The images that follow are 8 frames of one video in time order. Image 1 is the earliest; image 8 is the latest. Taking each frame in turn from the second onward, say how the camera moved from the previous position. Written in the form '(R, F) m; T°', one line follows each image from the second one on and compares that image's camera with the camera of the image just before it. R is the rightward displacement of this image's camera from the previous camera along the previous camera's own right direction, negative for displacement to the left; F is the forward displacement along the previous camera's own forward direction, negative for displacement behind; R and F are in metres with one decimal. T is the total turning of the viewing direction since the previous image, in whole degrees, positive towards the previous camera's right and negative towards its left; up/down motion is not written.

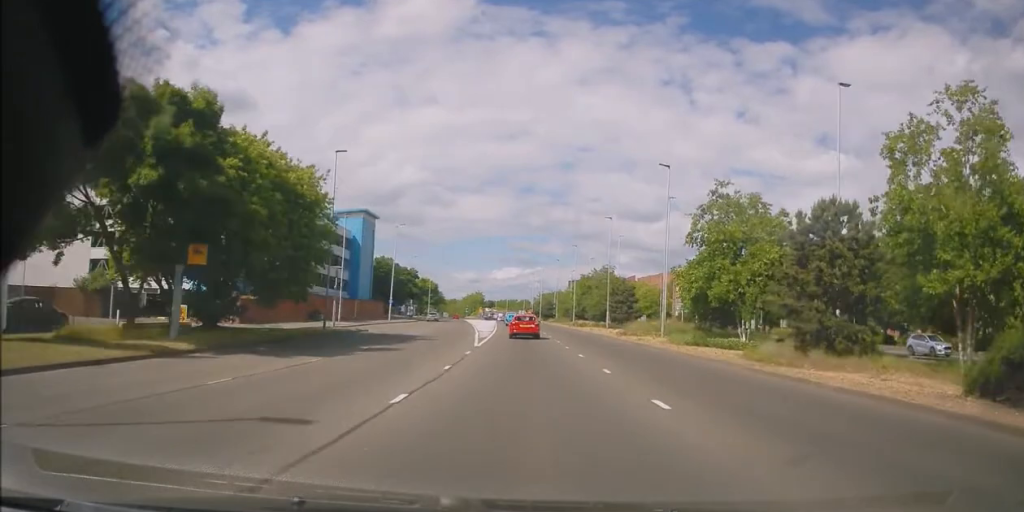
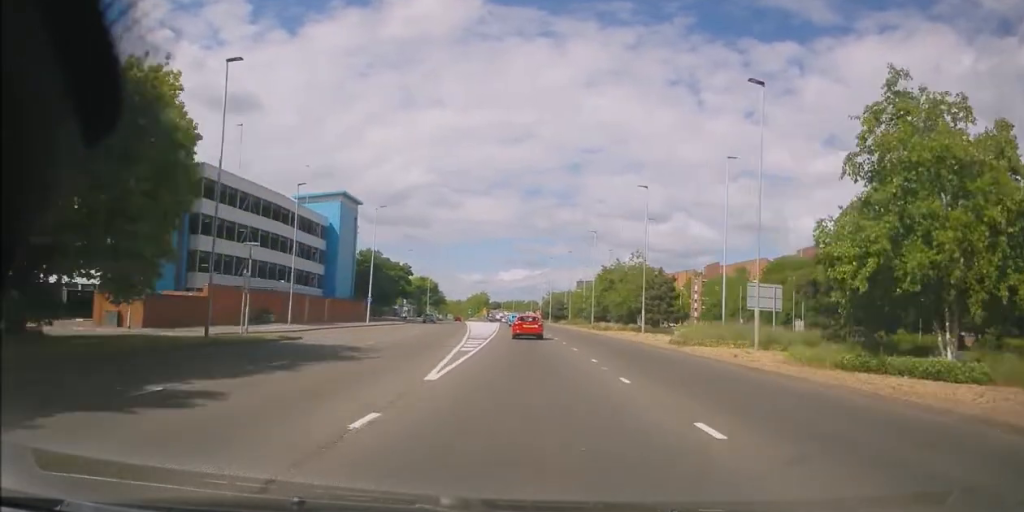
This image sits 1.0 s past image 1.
(0.0, +14.5) m; 0°
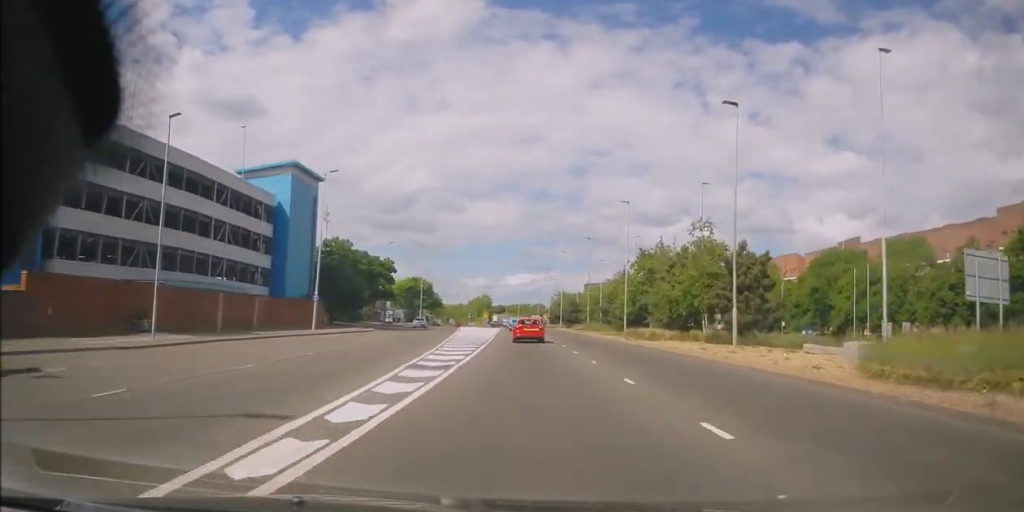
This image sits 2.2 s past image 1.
(-0.3, +18.7) m; -1°
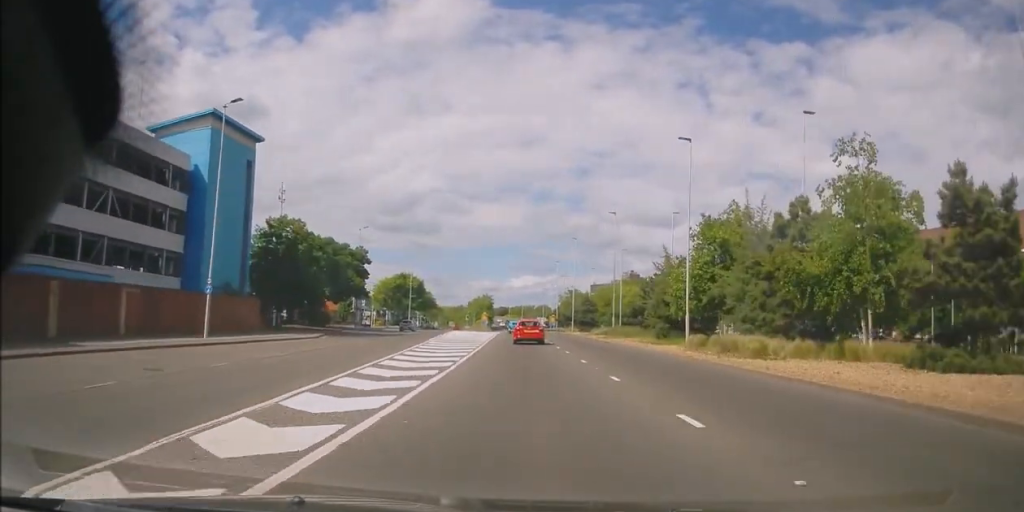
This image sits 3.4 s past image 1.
(+0.3, +17.5) m; +1°
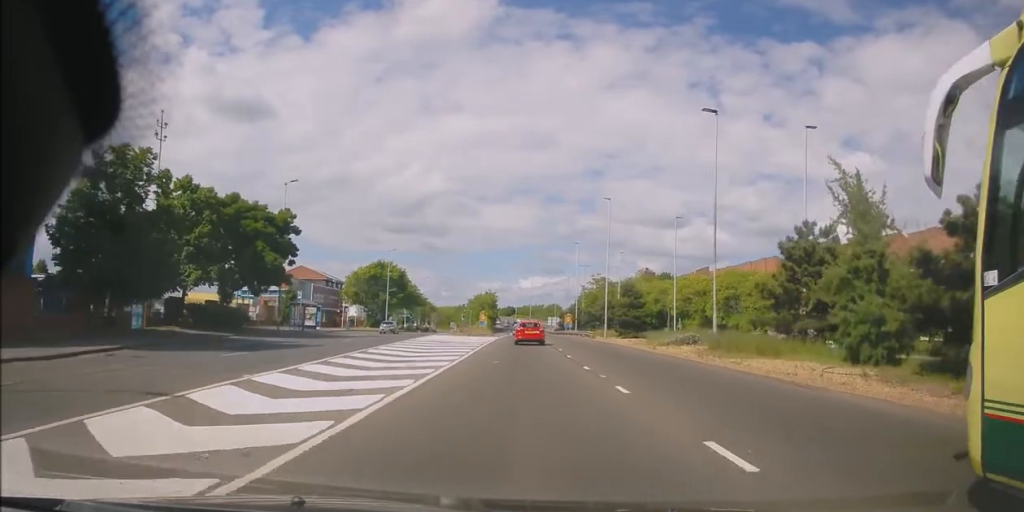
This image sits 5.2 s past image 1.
(+0.2, +26.0) m; 0°
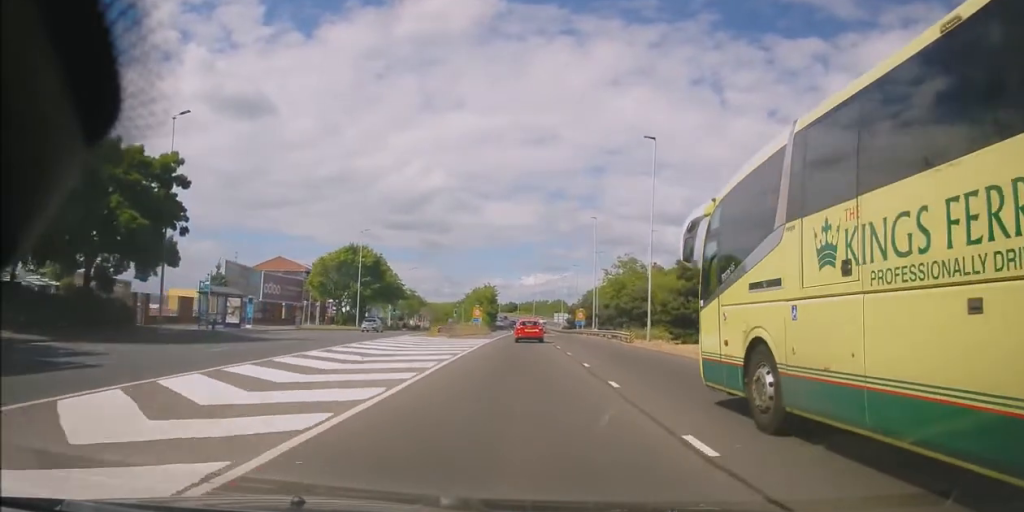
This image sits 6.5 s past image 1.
(-0.3, +17.0) m; -1°
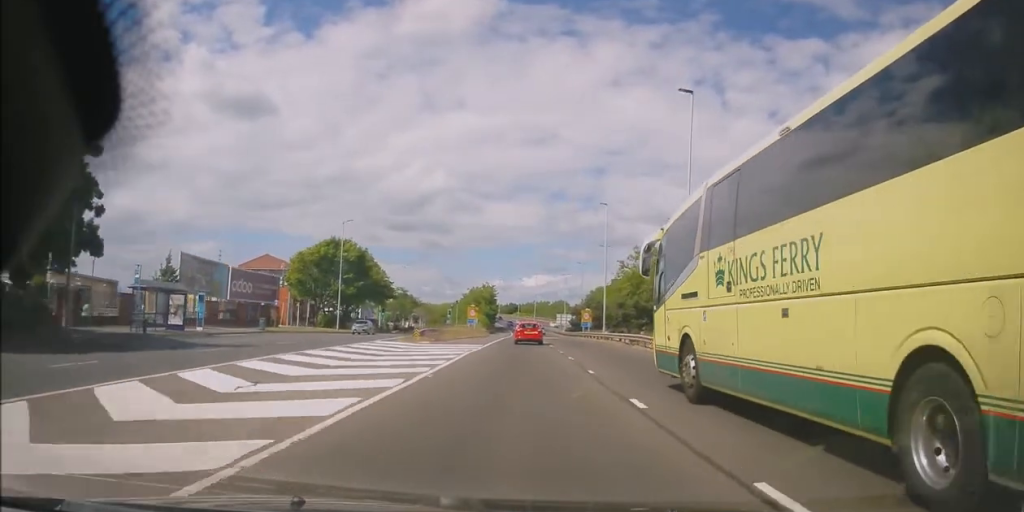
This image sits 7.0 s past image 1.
(0.0, +8.0) m; 0°
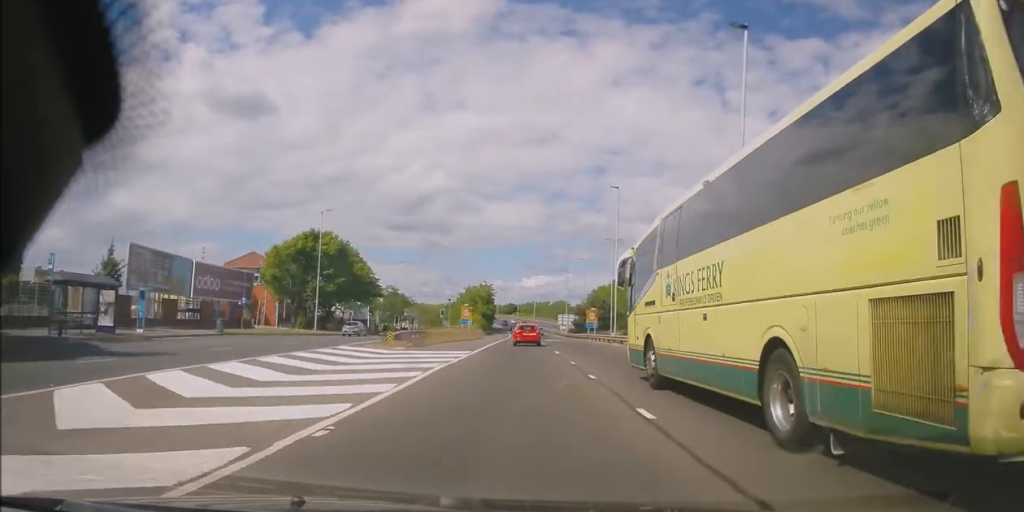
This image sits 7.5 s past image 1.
(0.0, +7.1) m; 0°
